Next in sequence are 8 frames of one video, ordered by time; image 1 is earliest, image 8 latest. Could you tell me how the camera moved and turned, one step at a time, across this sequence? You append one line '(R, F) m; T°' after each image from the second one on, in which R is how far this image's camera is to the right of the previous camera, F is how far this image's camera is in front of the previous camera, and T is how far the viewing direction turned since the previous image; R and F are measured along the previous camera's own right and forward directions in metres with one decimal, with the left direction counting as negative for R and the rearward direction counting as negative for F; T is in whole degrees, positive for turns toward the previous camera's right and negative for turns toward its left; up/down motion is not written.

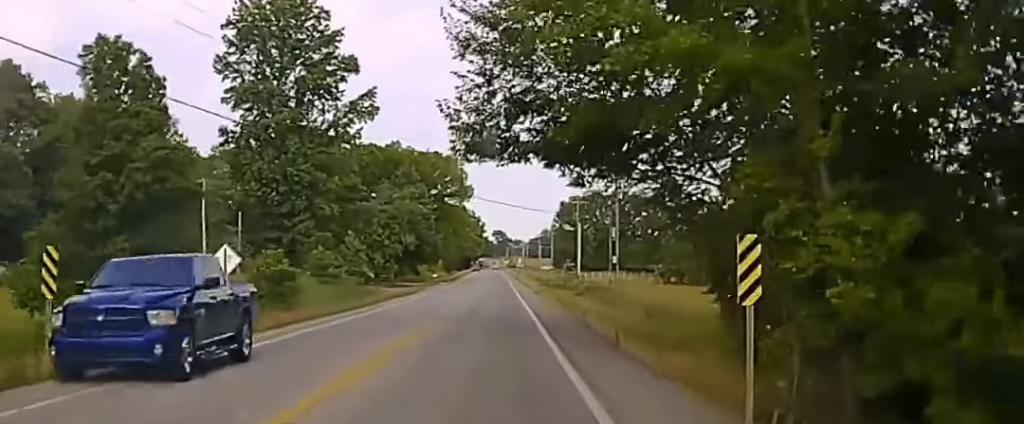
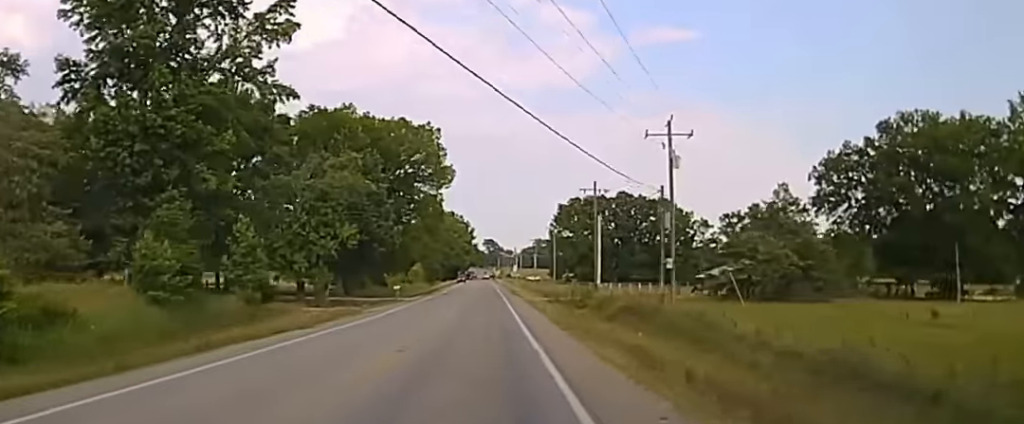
(+0.1, +36.5) m; 0°
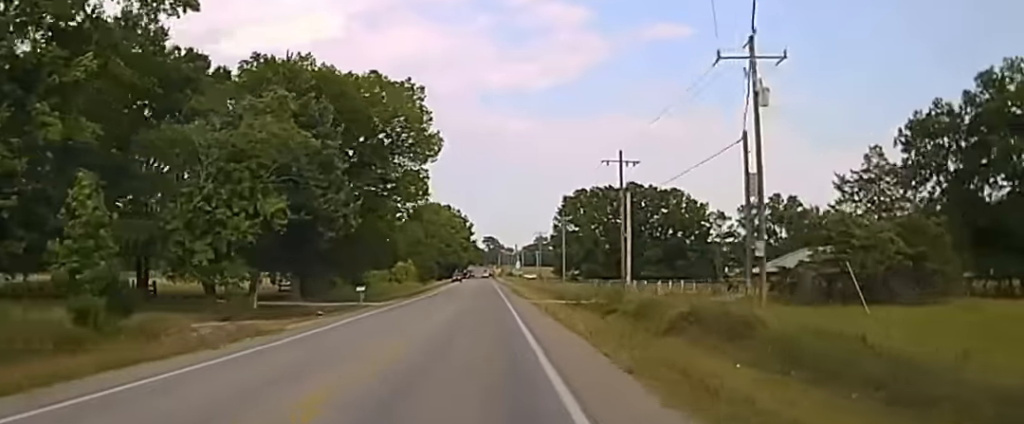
(-0.3, +20.7) m; 0°
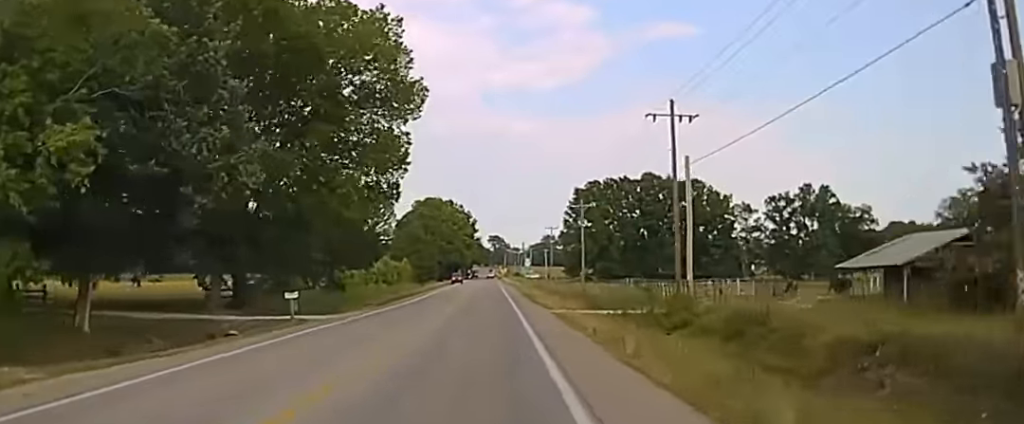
(0.0, +23.1) m; 0°
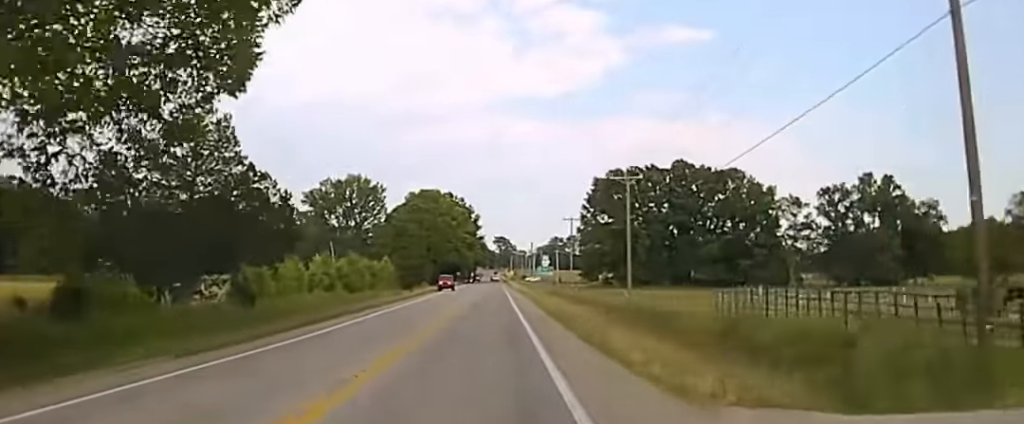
(+0.2, +37.7) m; 0°
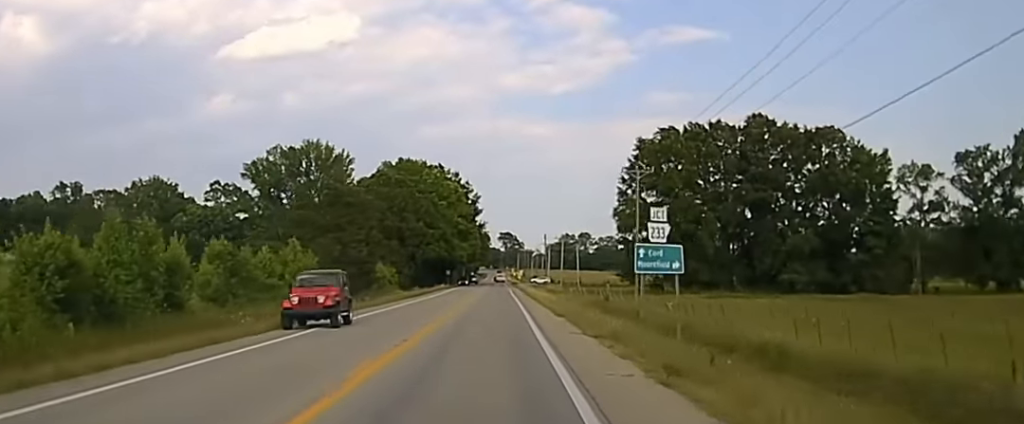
(-0.7, +63.1) m; -1°
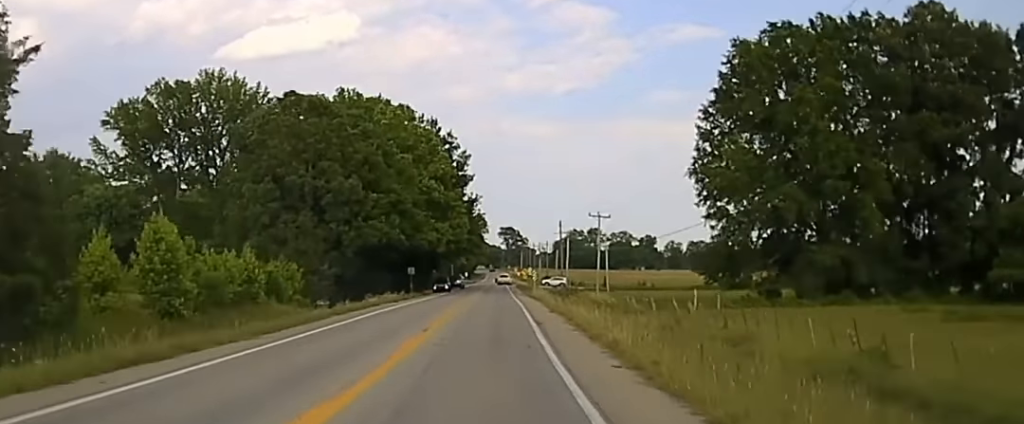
(0.0, +68.4) m; 0°
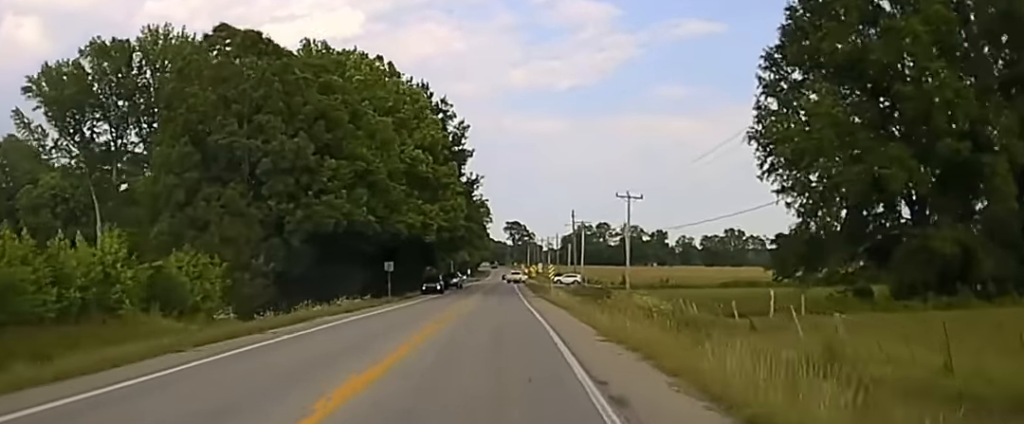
(0.0, +22.0) m; 0°
